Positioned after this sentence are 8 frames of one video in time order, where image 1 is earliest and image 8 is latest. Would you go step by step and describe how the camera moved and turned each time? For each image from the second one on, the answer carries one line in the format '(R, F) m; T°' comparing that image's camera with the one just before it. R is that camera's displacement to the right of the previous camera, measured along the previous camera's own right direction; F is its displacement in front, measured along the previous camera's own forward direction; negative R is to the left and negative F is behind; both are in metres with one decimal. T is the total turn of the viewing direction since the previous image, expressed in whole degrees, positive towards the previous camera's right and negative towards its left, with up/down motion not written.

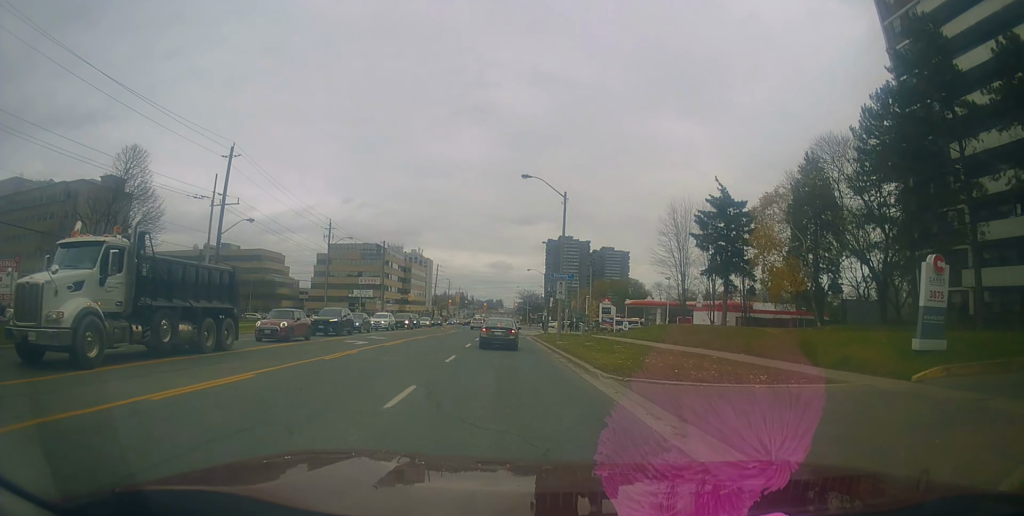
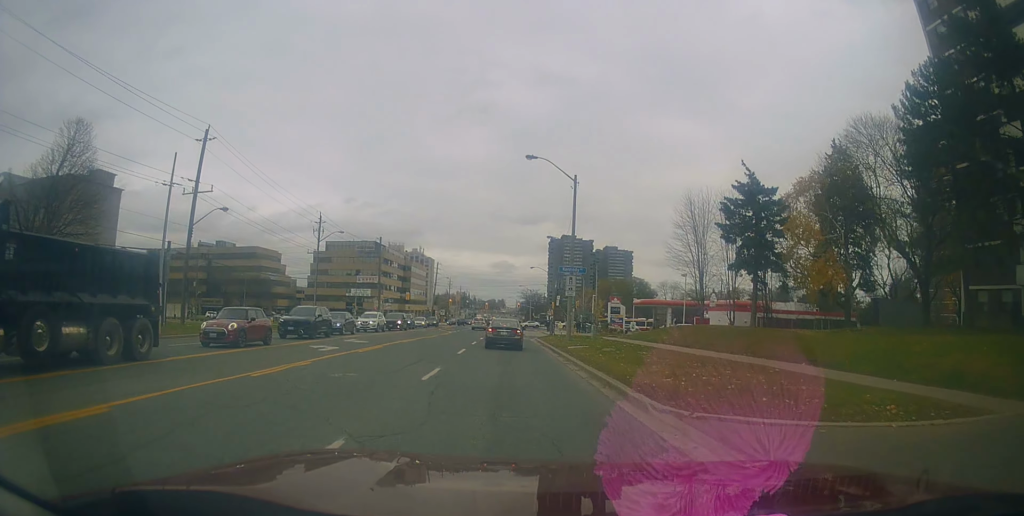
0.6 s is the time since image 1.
(-0.3, +5.0) m; -1°
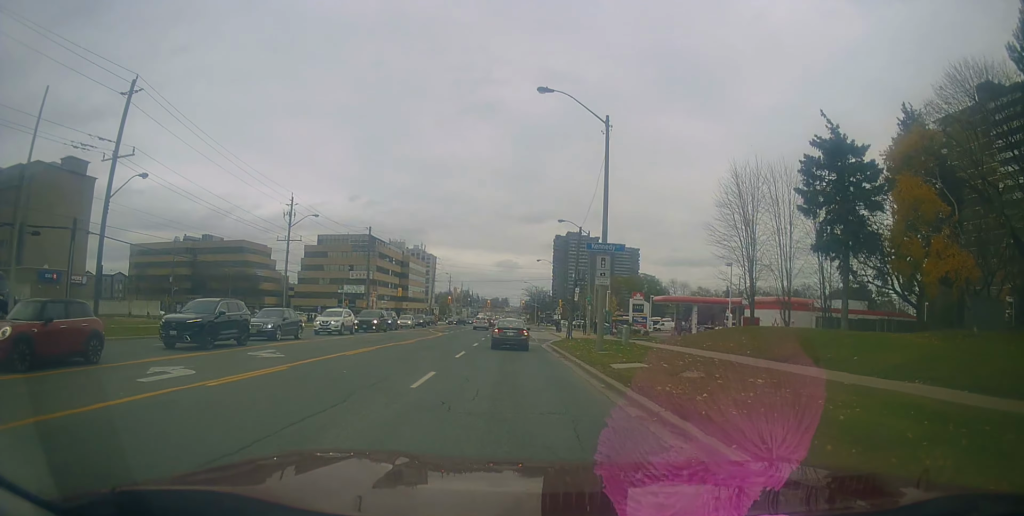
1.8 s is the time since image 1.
(+0.3, +11.0) m; +2°
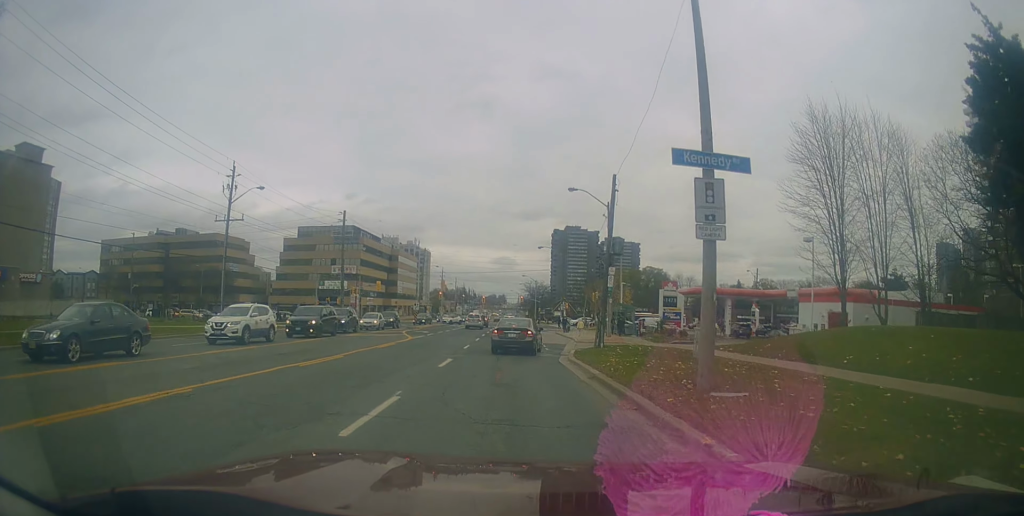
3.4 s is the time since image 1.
(-0.1, +12.6) m; -4°
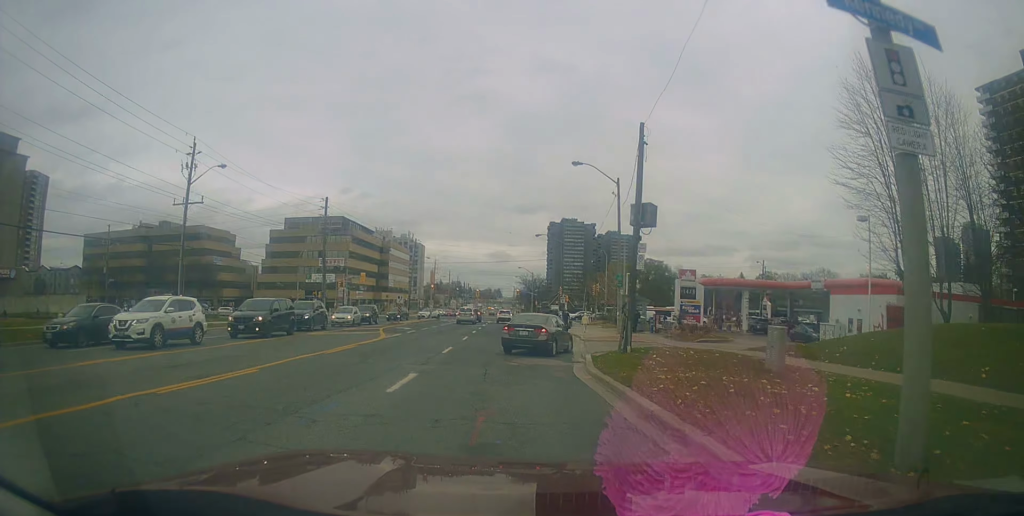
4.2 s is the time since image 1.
(-0.2, +5.8) m; -1°
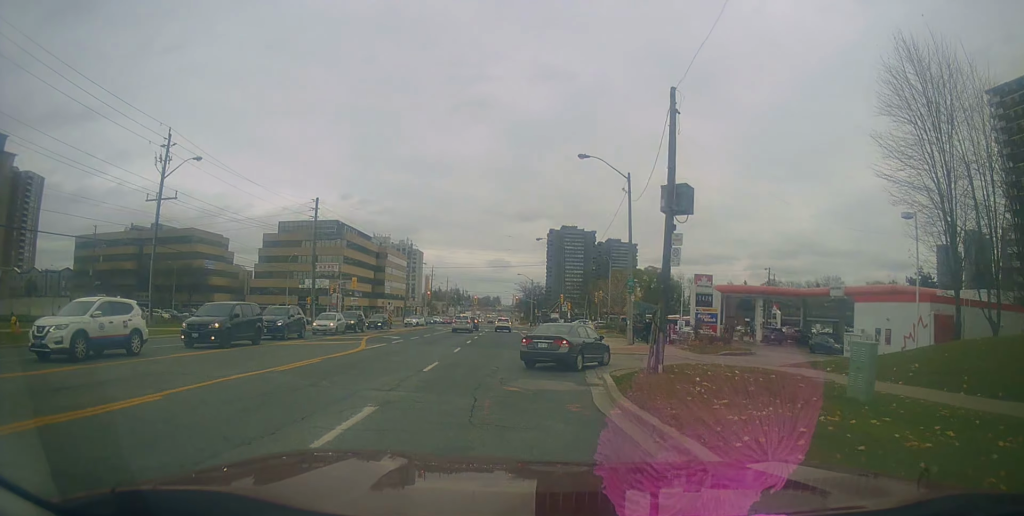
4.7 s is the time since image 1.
(-0.4, +3.7) m; +2°
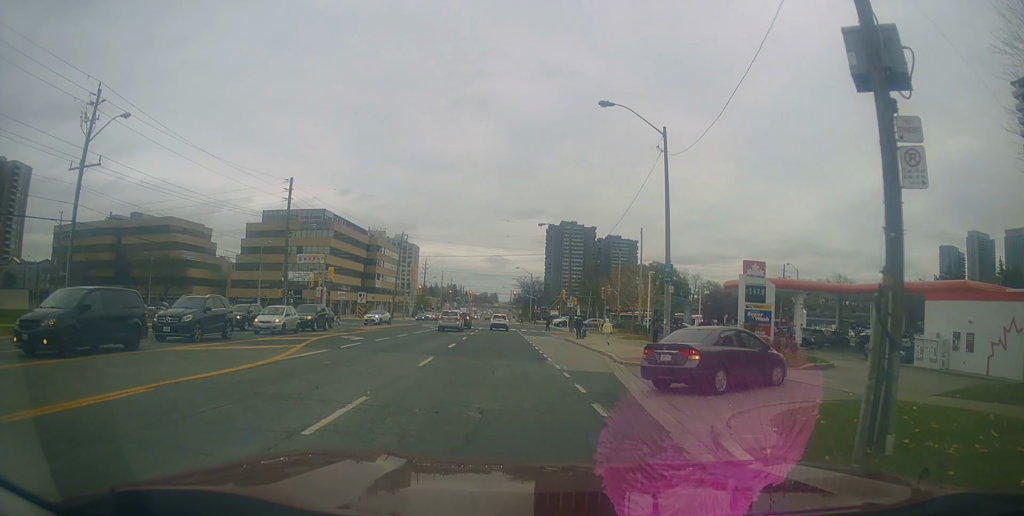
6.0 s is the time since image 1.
(+1.0, +8.7) m; +6°
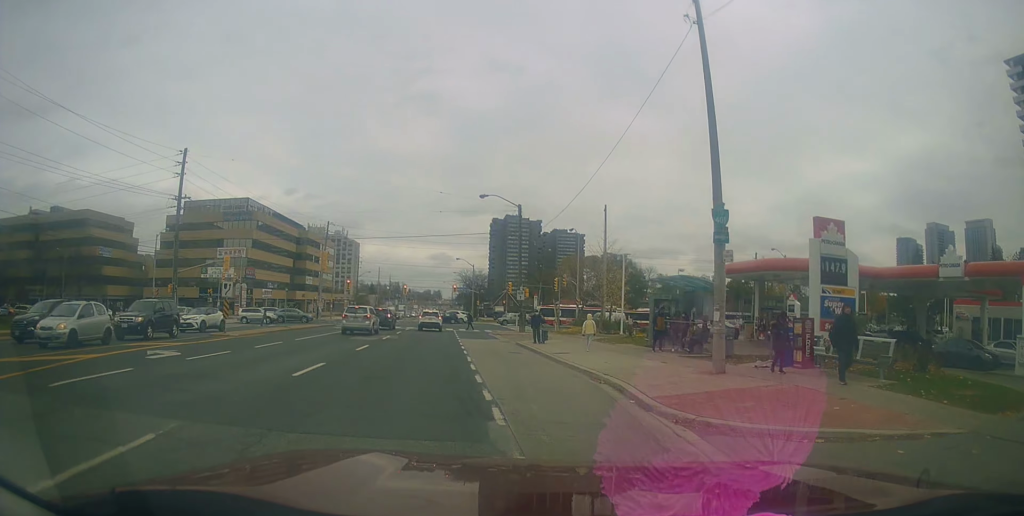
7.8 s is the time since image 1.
(+0.1, +12.6) m; -1°
